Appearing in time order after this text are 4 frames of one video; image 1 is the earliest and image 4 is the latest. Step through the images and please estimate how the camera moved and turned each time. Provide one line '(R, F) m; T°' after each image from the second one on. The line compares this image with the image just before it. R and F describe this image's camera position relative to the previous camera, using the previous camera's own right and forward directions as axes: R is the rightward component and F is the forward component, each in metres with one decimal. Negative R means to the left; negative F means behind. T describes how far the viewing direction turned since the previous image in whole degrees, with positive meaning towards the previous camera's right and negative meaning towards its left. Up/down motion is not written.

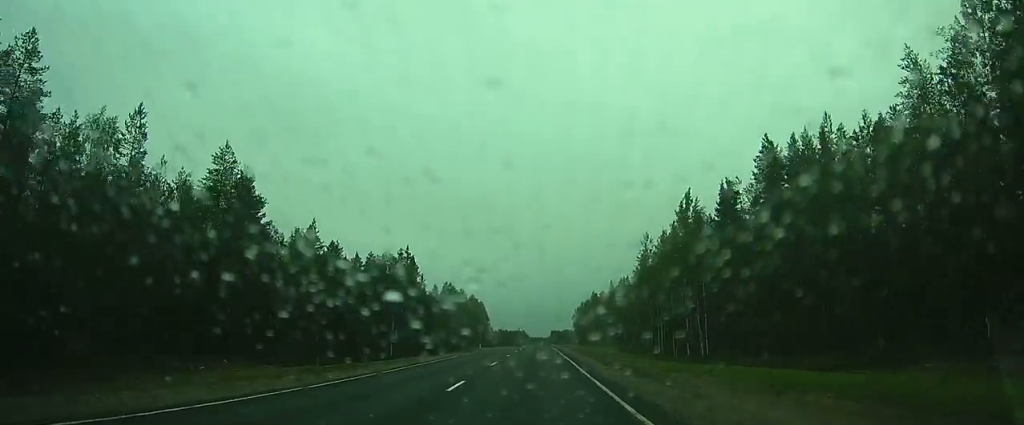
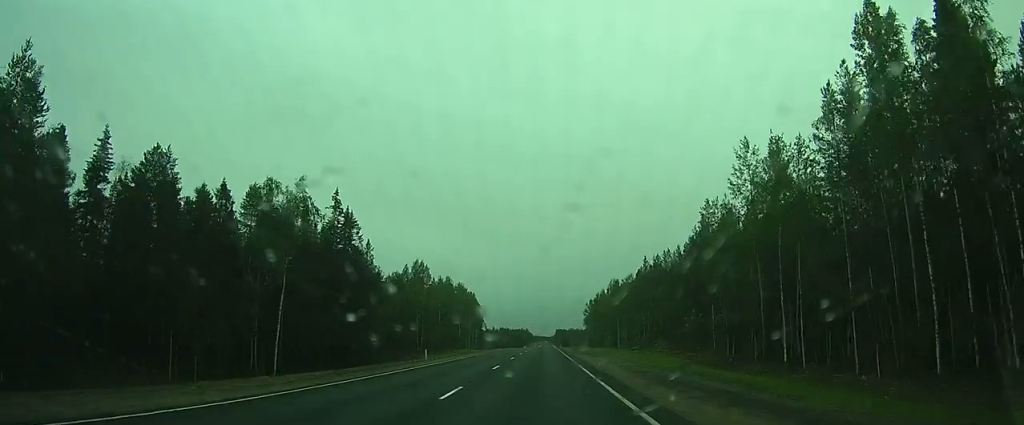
(+0.3, +38.1) m; +1°
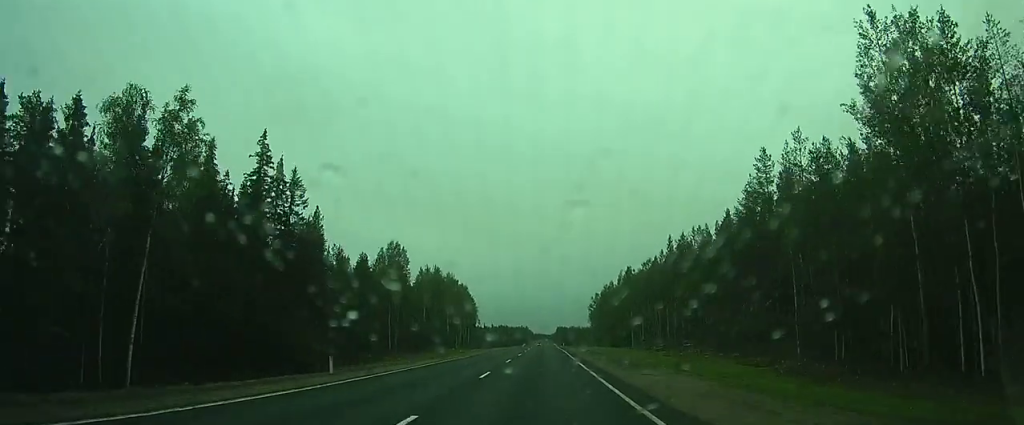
(0.0, +18.7) m; 0°
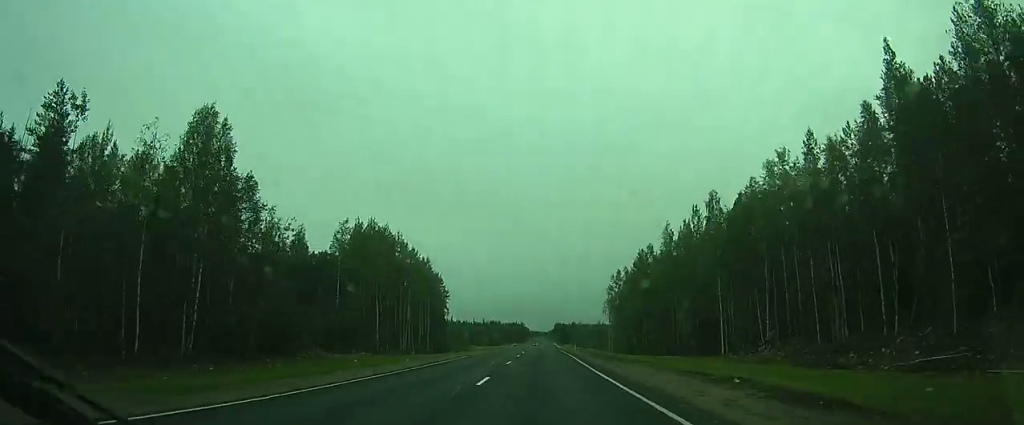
(+0.3, +47.5) m; +1°
